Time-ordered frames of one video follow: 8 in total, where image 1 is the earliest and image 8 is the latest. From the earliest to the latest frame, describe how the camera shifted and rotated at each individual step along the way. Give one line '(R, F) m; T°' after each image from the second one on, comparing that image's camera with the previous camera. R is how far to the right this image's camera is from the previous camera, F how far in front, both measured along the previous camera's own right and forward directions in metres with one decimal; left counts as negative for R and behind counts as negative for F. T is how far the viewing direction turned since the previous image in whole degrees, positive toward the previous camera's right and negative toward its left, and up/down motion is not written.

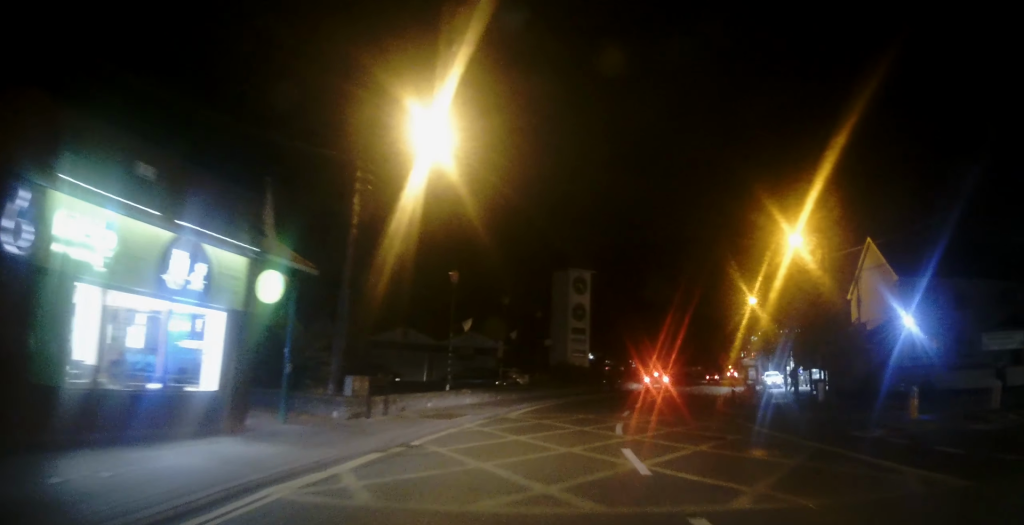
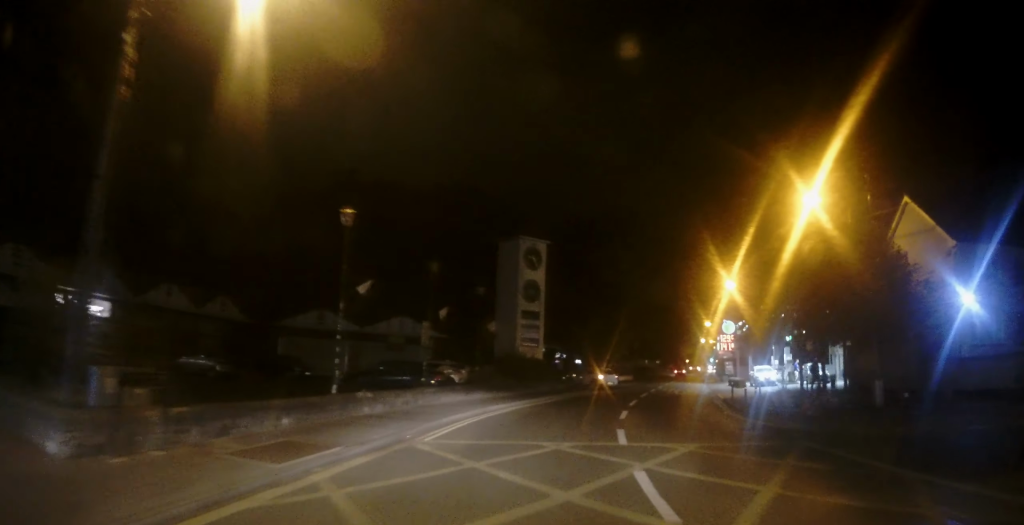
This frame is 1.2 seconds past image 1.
(+1.1, +8.7) m; +9°
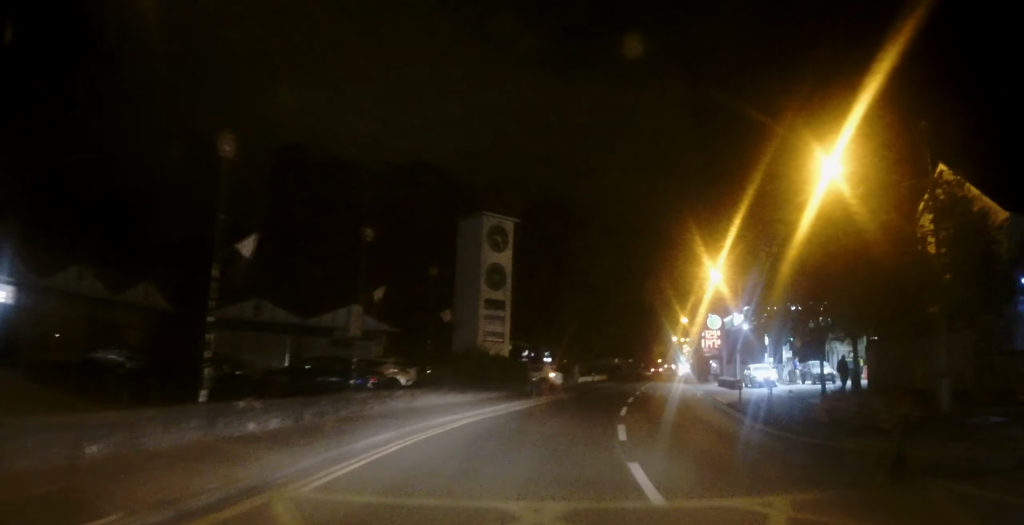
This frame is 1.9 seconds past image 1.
(0.0, +5.4) m; +3°
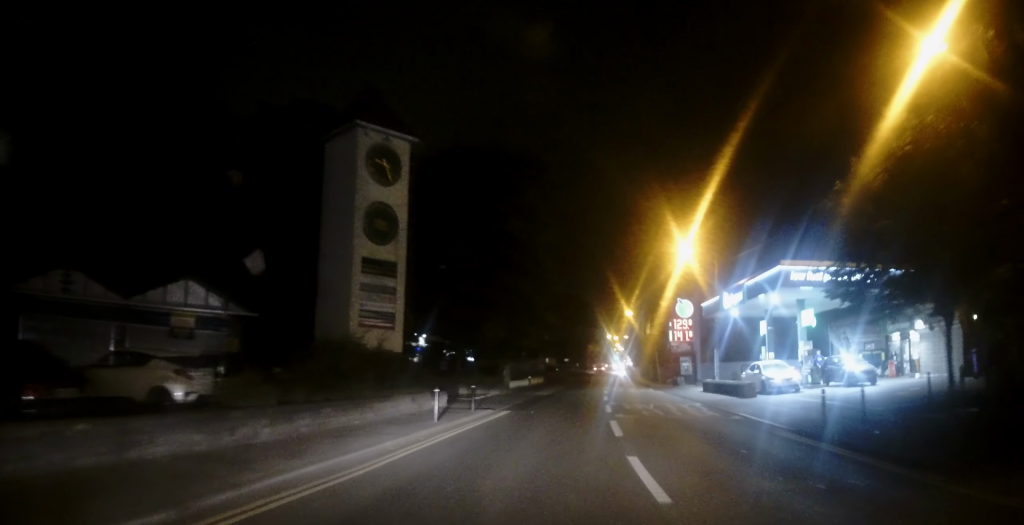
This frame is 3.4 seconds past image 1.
(+0.8, +12.1) m; +6°
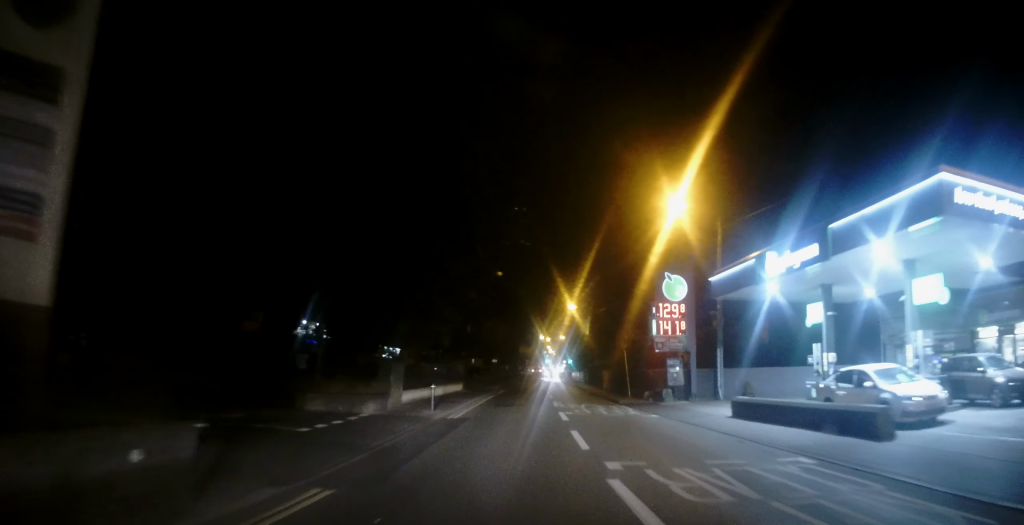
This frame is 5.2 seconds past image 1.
(+0.2, +13.8) m; +7°
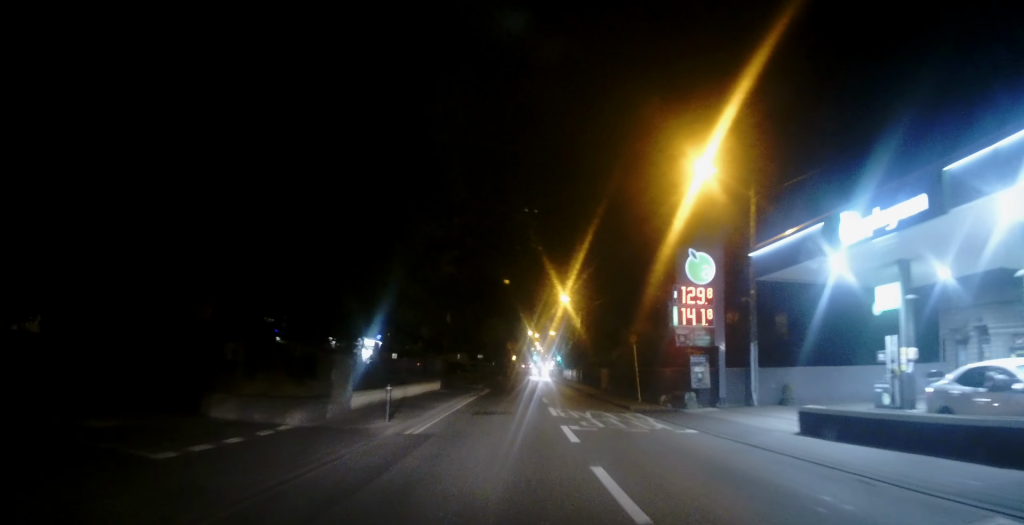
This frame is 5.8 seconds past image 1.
(+0.6, +5.5) m; +2°
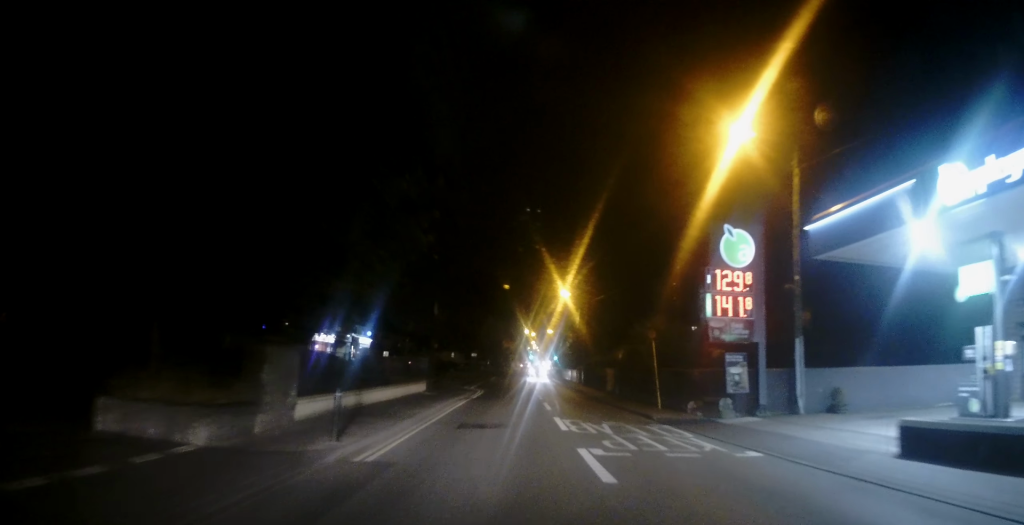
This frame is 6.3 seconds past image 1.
(+0.1, +4.2) m; 0°
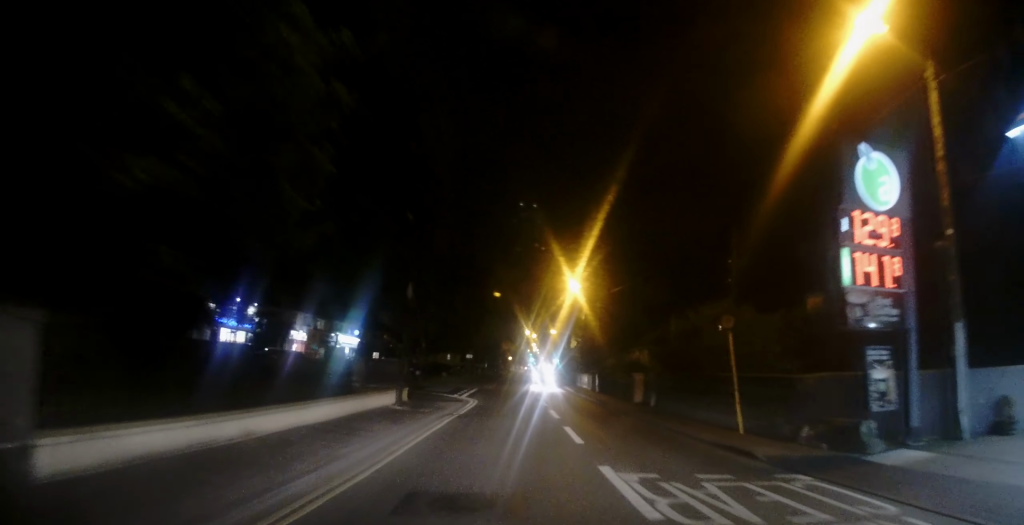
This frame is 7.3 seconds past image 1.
(-0.3, +8.0) m; -2°
